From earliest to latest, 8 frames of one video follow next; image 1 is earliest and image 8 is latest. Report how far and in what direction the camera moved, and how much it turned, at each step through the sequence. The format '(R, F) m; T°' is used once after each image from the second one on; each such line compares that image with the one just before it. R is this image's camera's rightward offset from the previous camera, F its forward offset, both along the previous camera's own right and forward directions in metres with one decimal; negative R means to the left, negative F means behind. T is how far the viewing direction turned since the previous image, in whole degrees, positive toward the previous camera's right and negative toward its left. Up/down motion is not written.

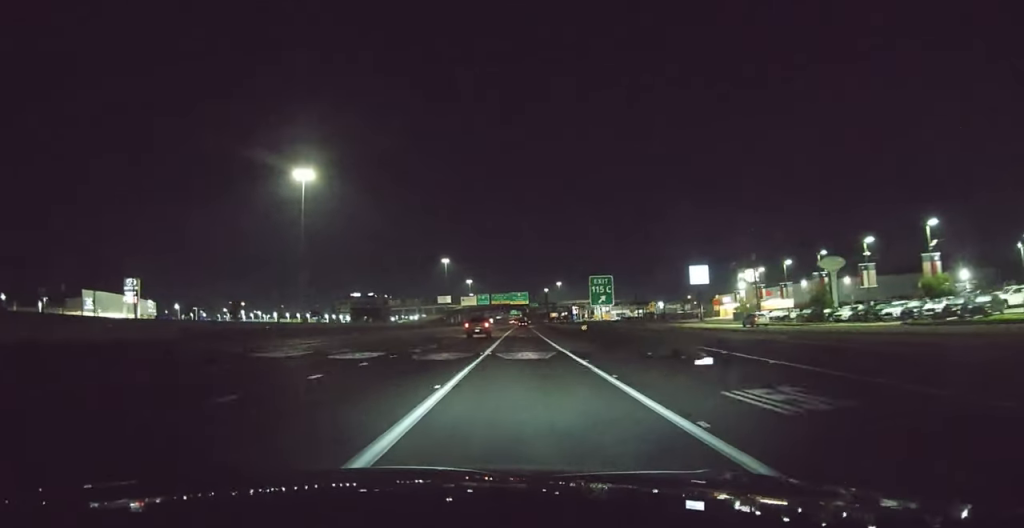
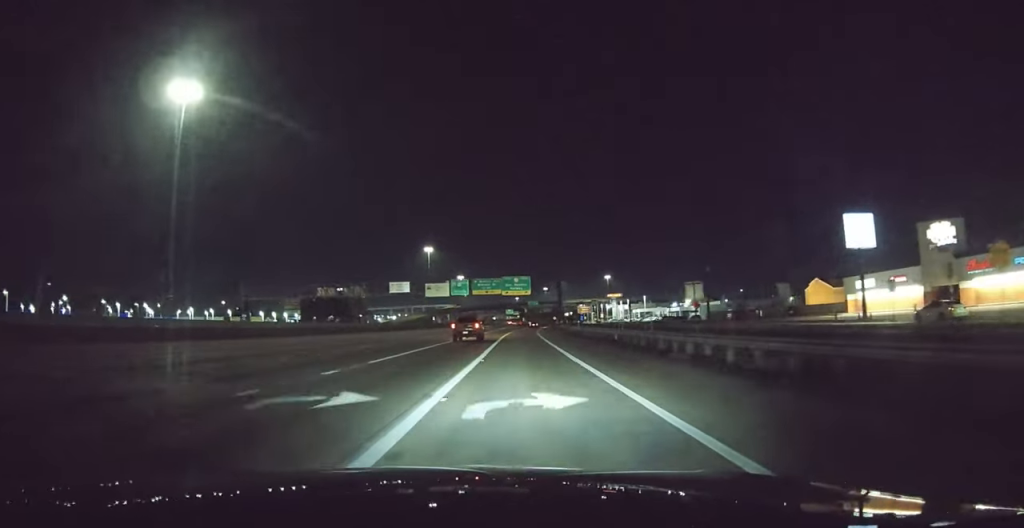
(+0.6, +68.6) m; +1°
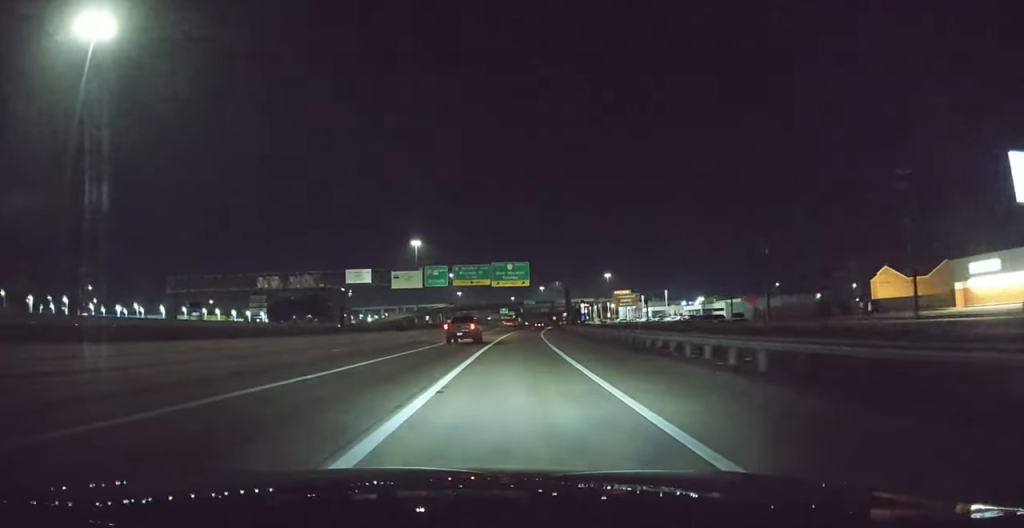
(+0.3, +29.1) m; 0°
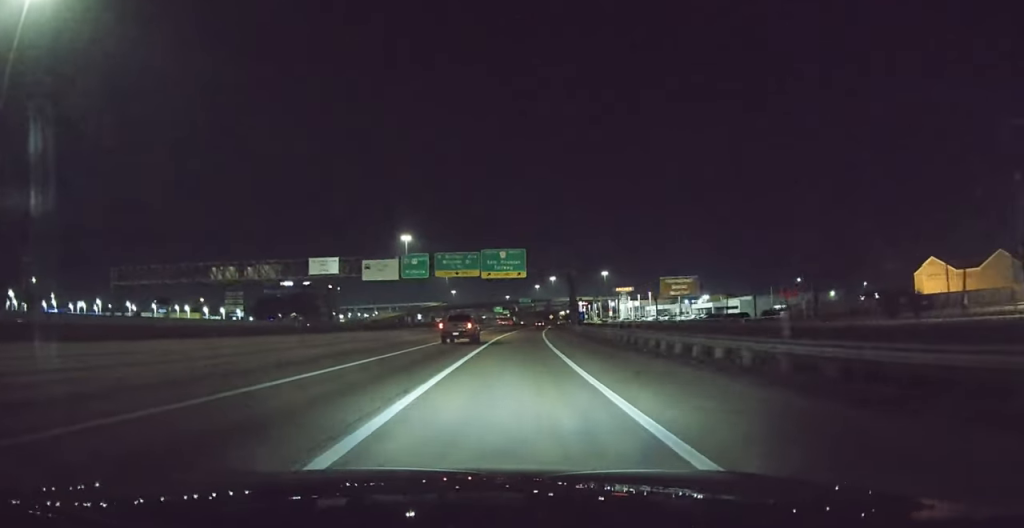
(-0.2, +15.0) m; 0°
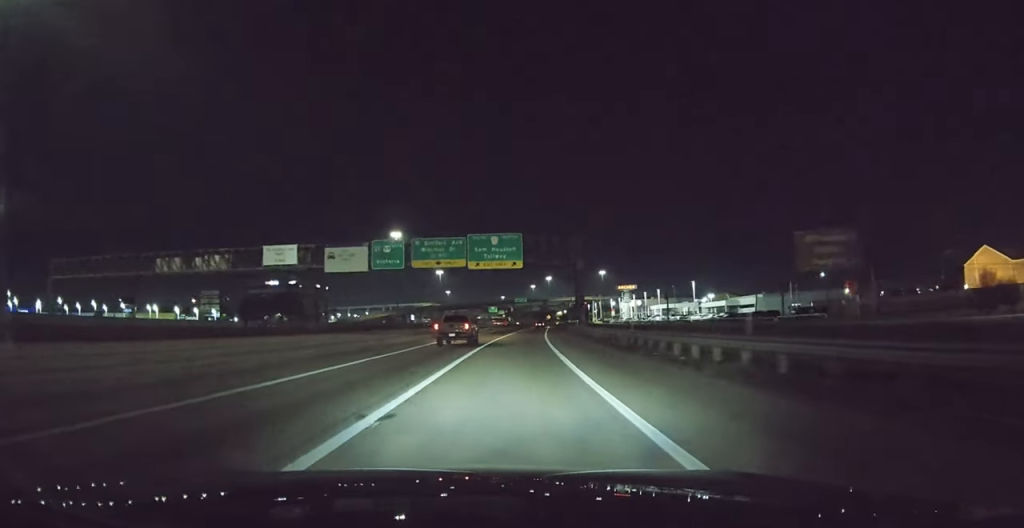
(-0.2, +13.9) m; 0°
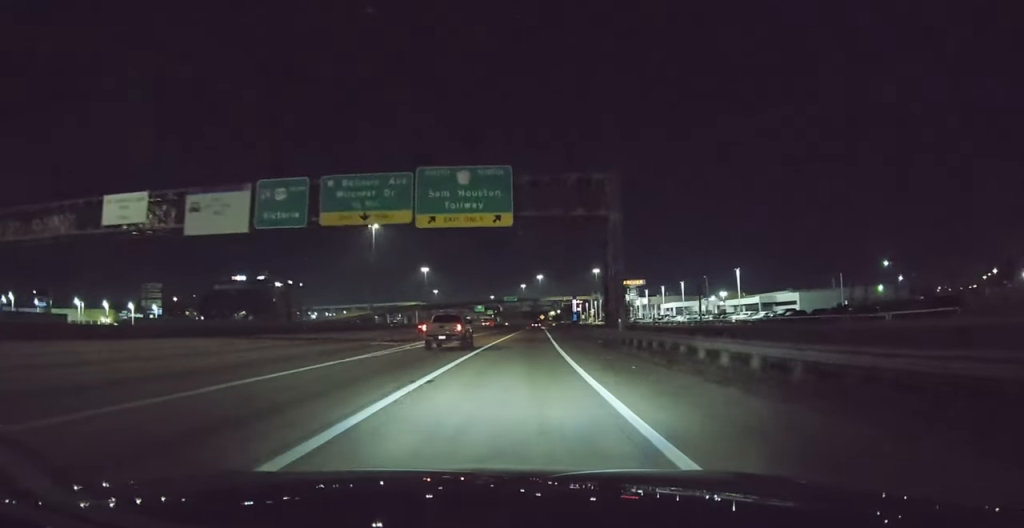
(+0.6, +27.6) m; +1°
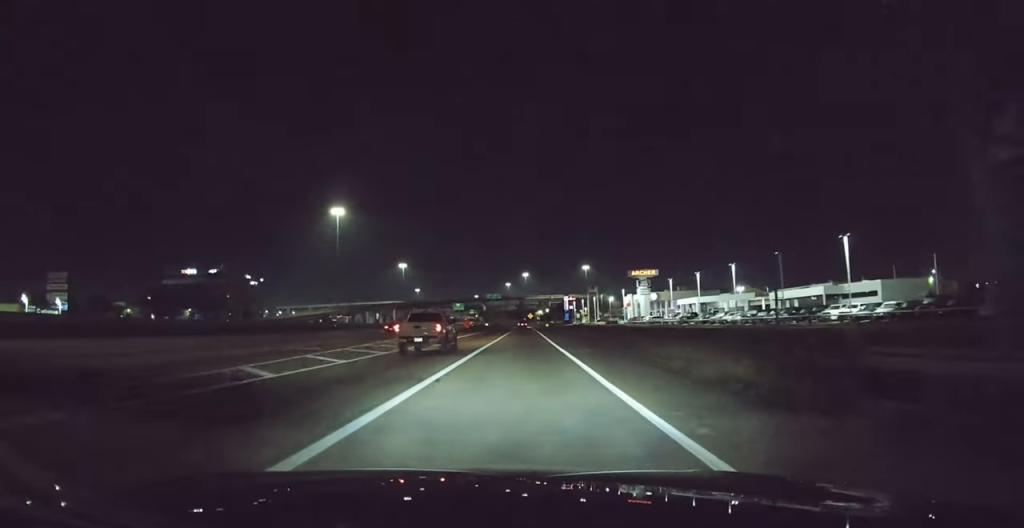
(-0.1, +33.1) m; +1°
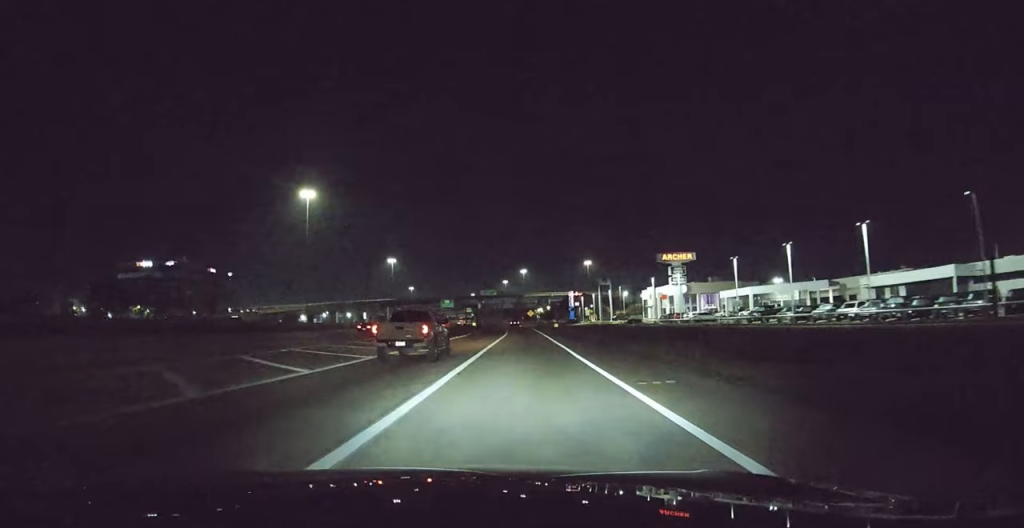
(+0.5, +31.7) m; +1°
